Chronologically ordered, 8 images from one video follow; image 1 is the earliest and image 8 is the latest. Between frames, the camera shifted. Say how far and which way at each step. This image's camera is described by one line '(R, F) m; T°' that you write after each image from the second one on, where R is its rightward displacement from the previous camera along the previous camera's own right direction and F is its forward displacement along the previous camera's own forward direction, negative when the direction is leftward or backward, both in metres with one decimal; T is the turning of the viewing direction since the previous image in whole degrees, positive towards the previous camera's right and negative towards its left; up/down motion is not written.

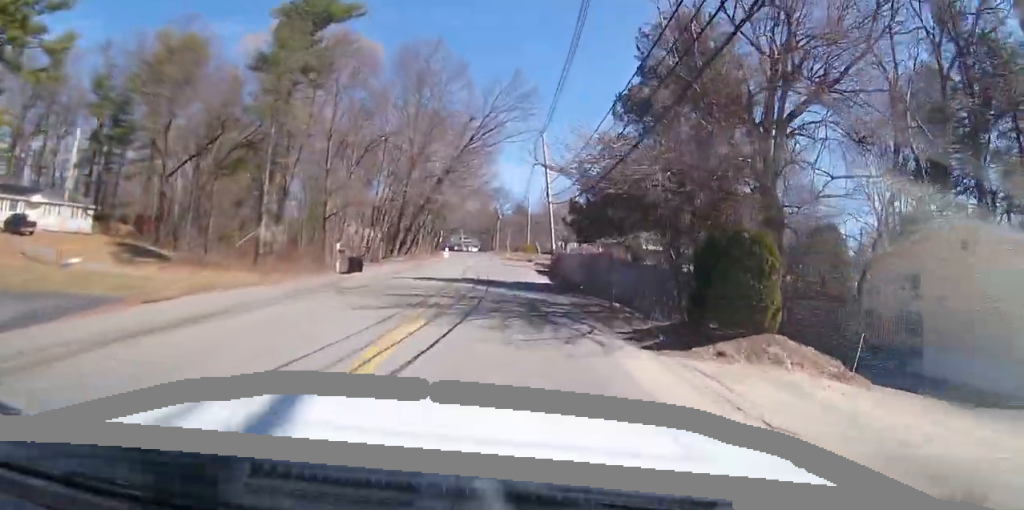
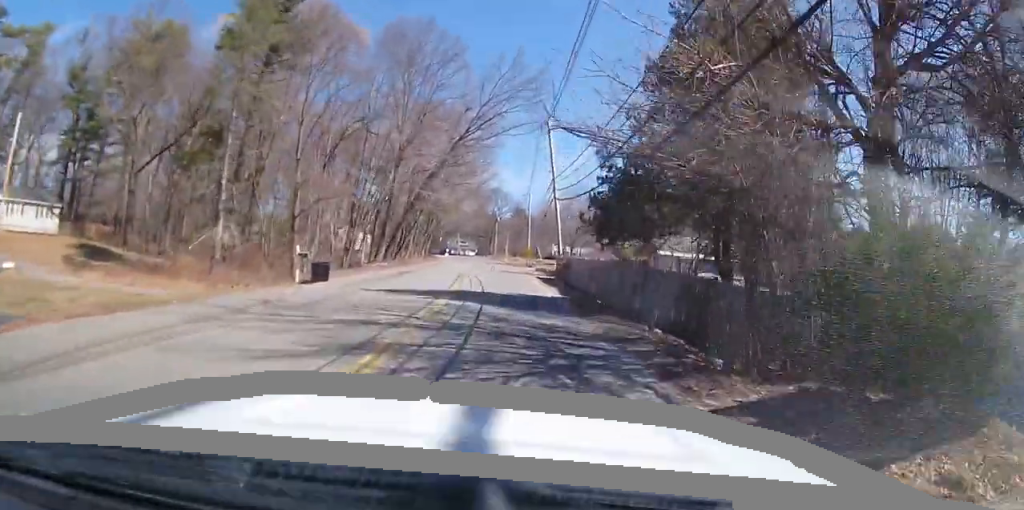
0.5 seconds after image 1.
(-0.2, +6.0) m; 0°
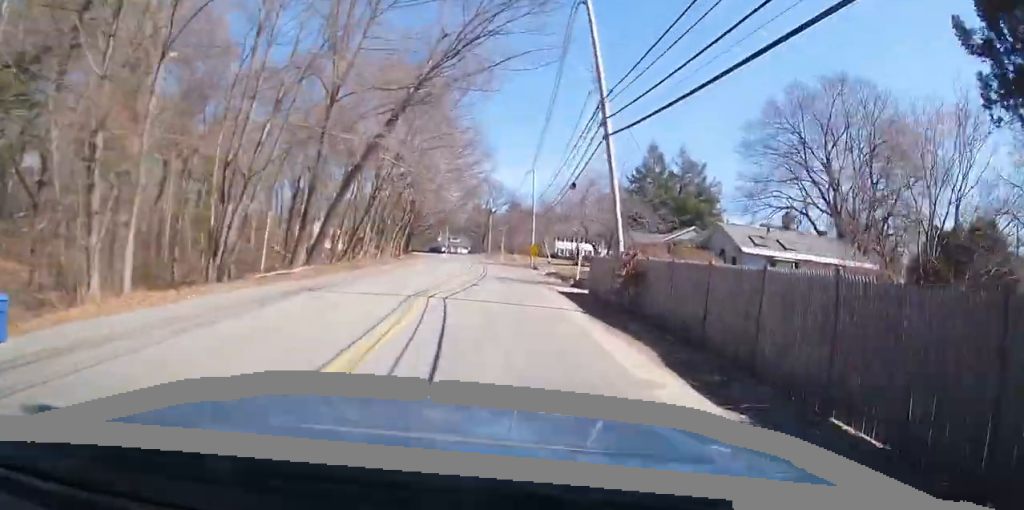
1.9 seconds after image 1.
(+0.1, +18.3) m; -1°
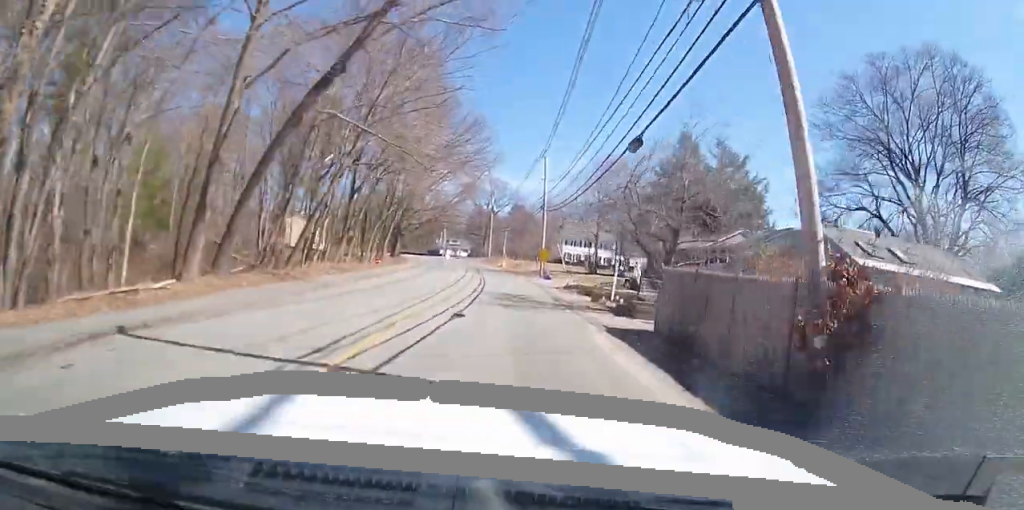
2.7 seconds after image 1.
(-0.4, +10.8) m; -3°
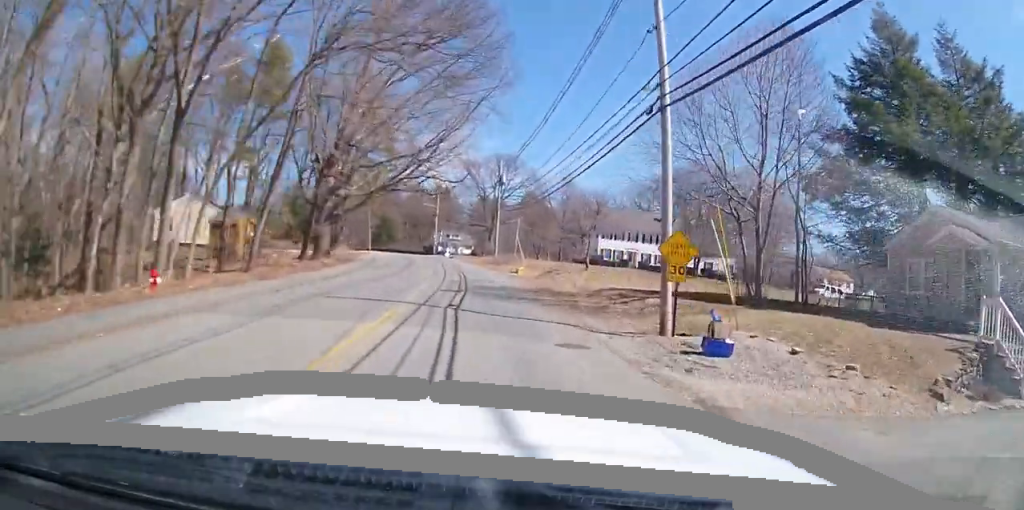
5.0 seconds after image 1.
(-0.2, +32.9) m; +1°
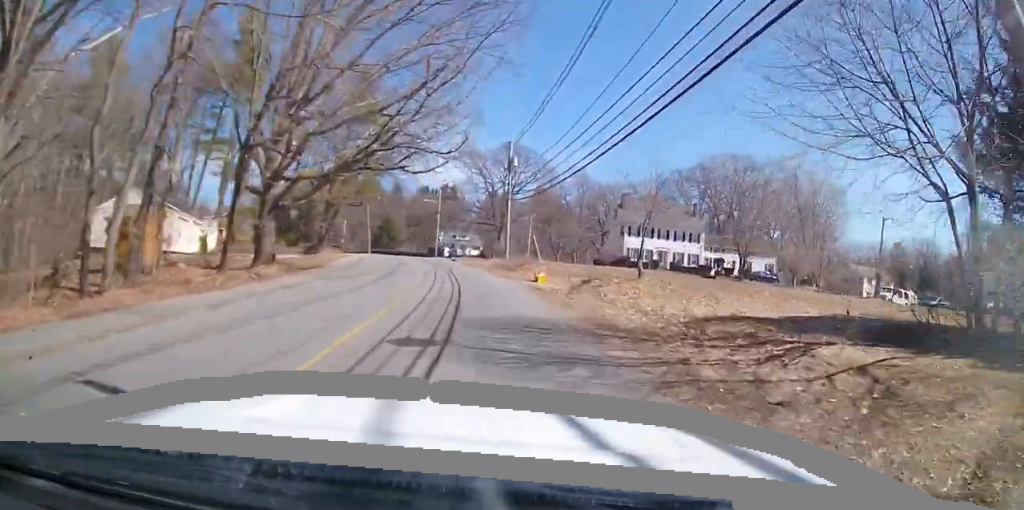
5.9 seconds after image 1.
(-0.2, +11.9) m; -4°
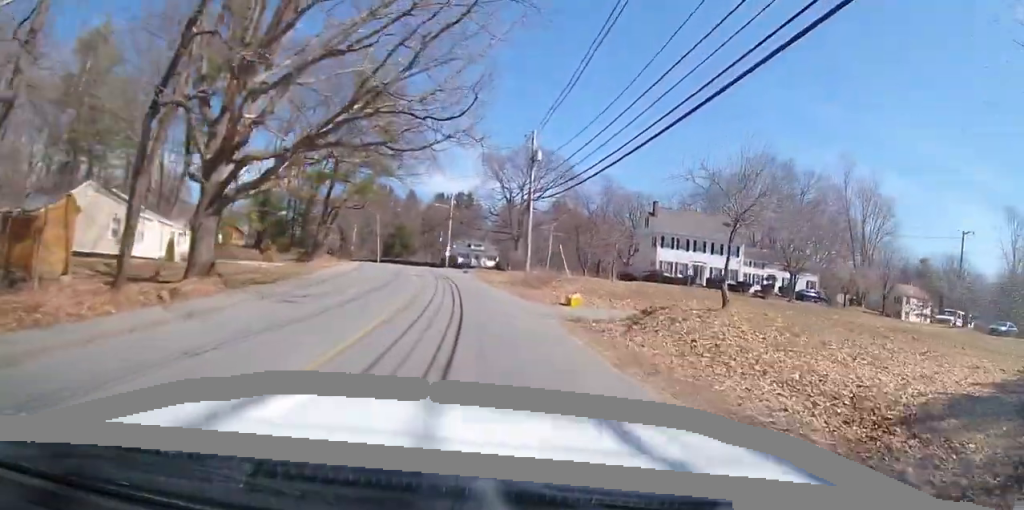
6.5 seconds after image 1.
(-0.3, +8.4) m; -3°
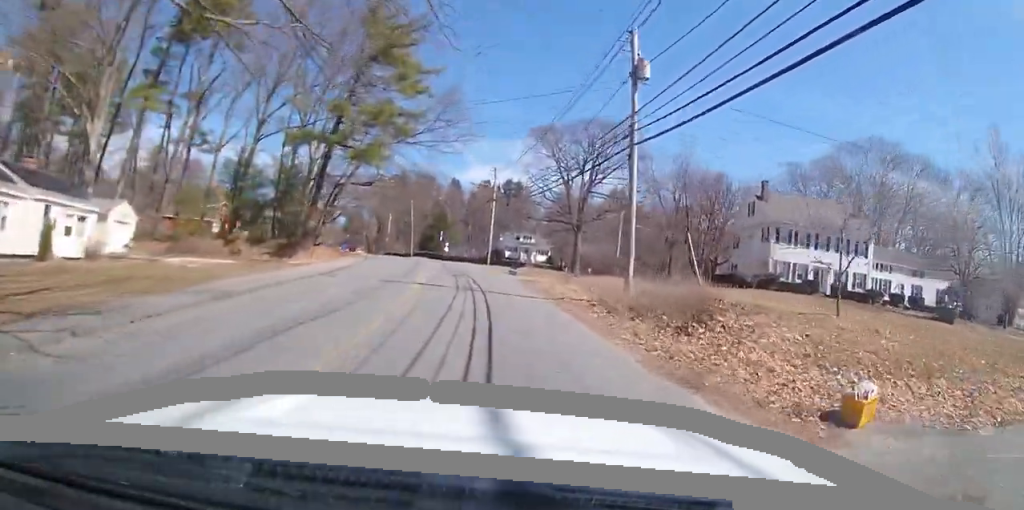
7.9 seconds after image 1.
(-0.8, +19.6) m; -2°
